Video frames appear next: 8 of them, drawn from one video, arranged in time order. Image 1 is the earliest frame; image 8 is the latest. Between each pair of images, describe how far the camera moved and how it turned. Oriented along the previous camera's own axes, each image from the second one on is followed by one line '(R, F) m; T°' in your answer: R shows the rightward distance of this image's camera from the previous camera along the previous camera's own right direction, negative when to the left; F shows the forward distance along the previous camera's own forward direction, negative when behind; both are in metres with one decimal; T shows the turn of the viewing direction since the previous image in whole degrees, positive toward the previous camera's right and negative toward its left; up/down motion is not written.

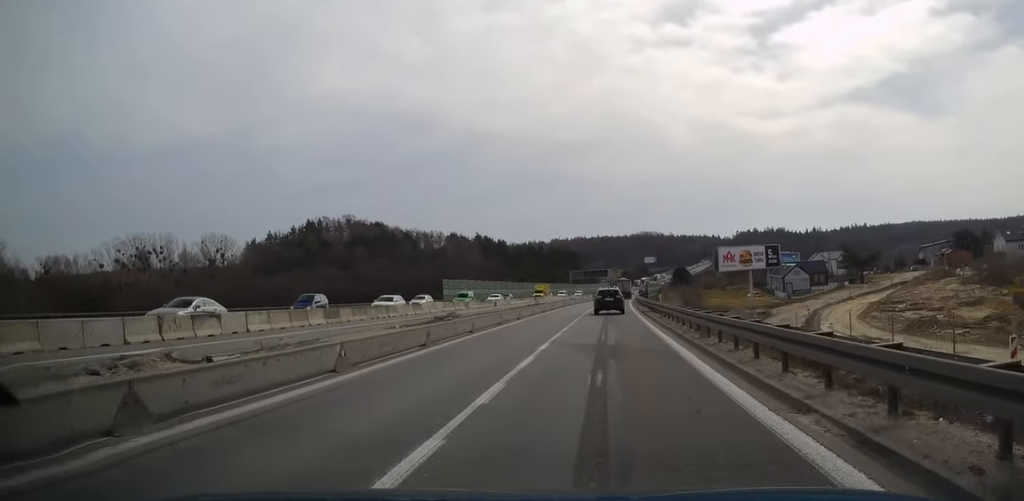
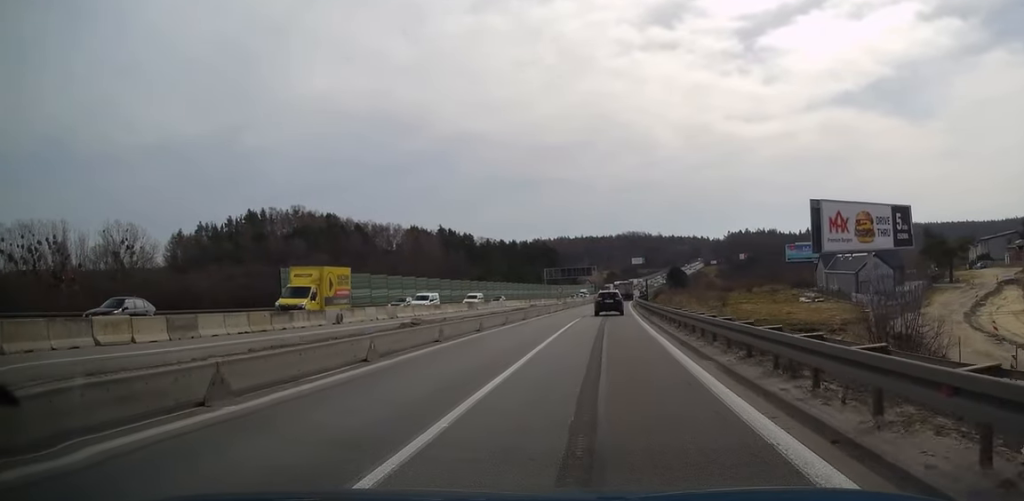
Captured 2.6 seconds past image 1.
(+0.7, +45.8) m; +1°
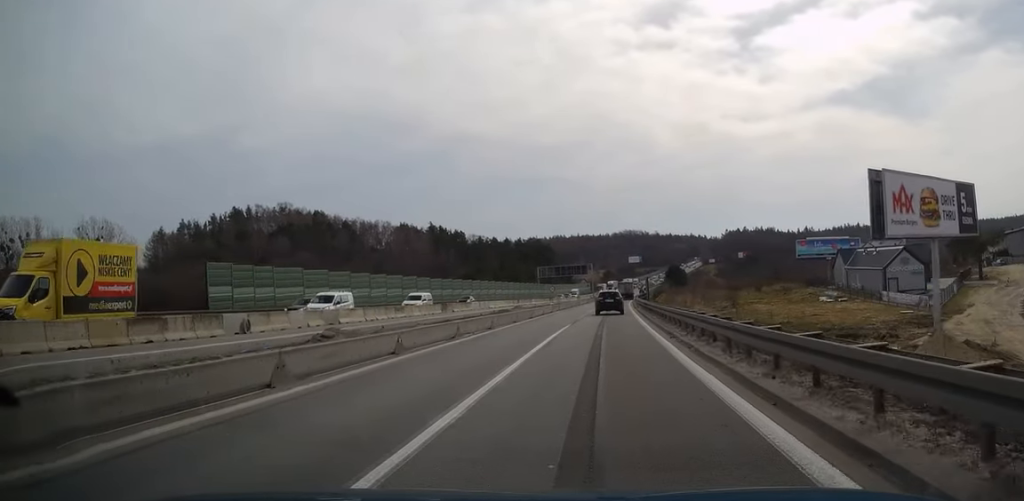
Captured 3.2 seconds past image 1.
(-0.1, +10.1) m; +1°
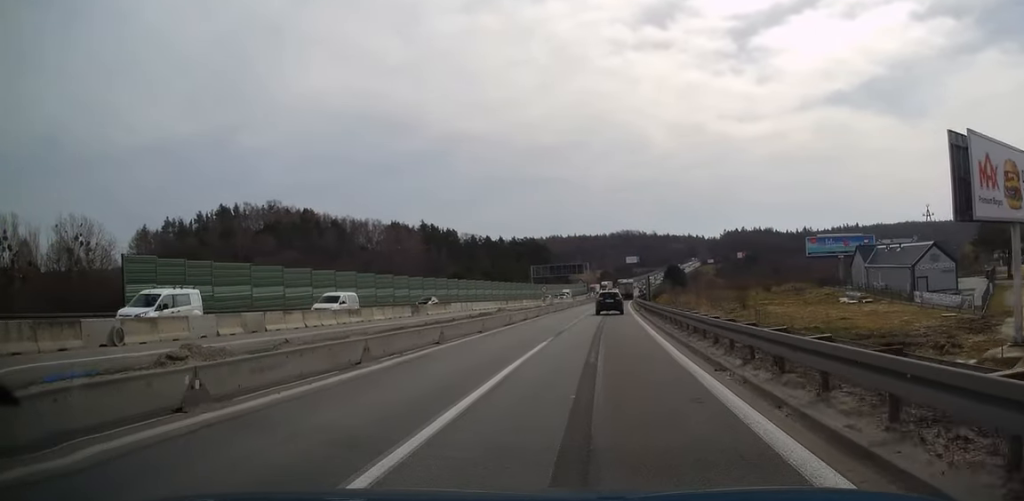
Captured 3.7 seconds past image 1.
(+0.2, +8.4) m; 0°
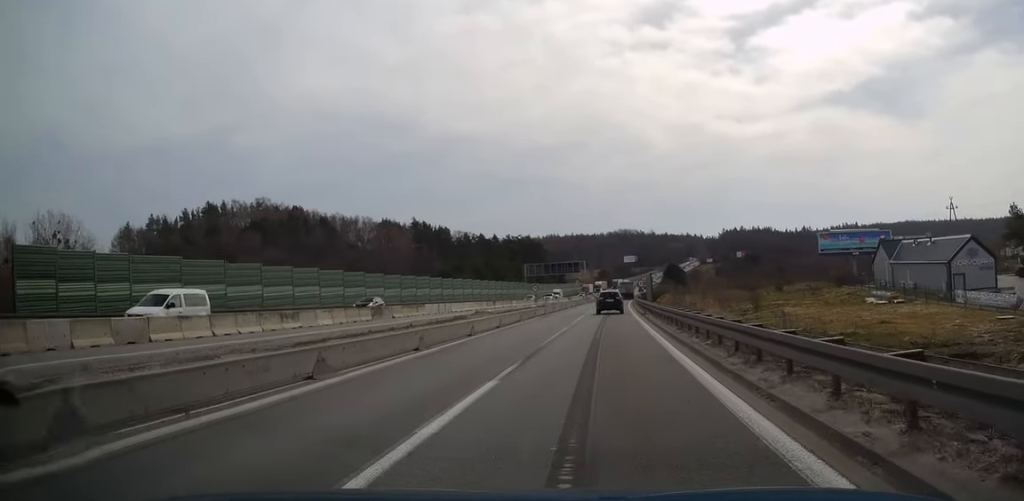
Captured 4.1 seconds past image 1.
(+0.1, +8.4) m; 0°
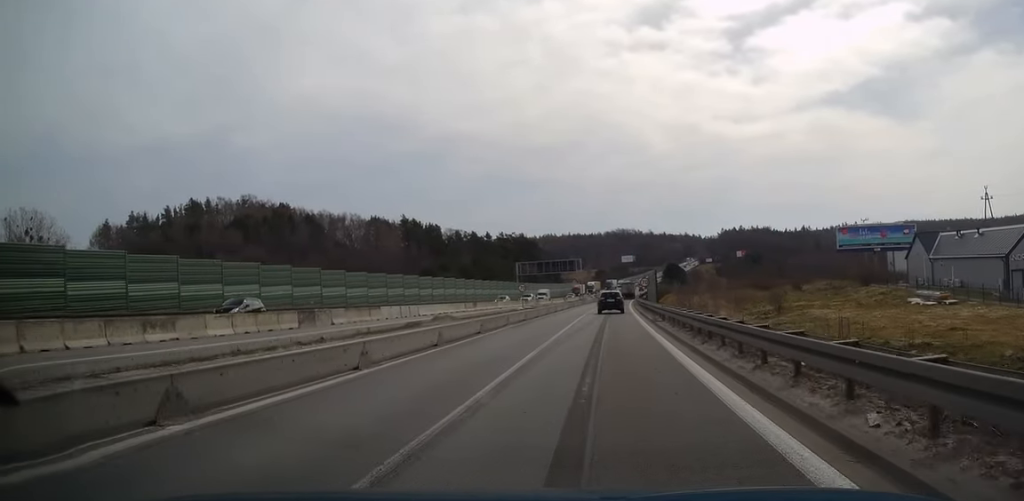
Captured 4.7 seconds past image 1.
(-0.1, +10.4) m; 0°
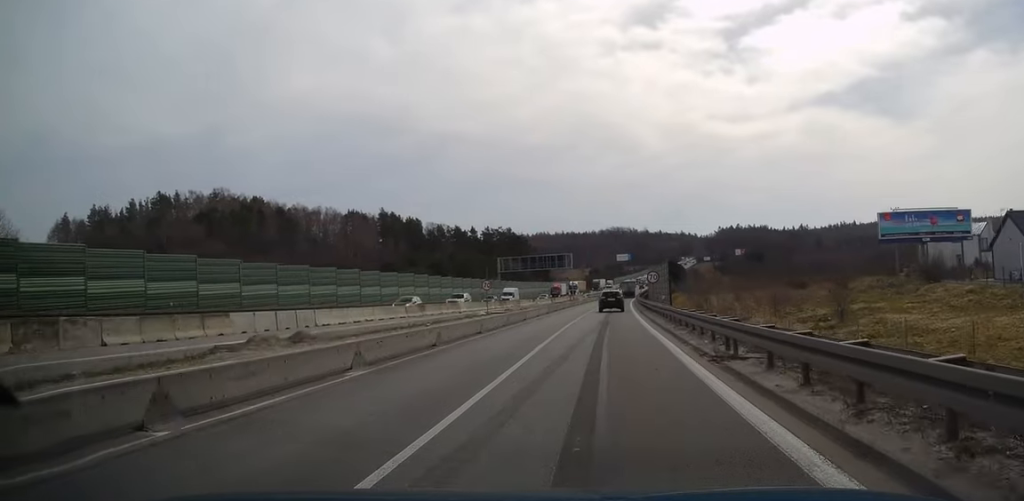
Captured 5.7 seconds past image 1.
(+0.1, +18.3) m; +1°
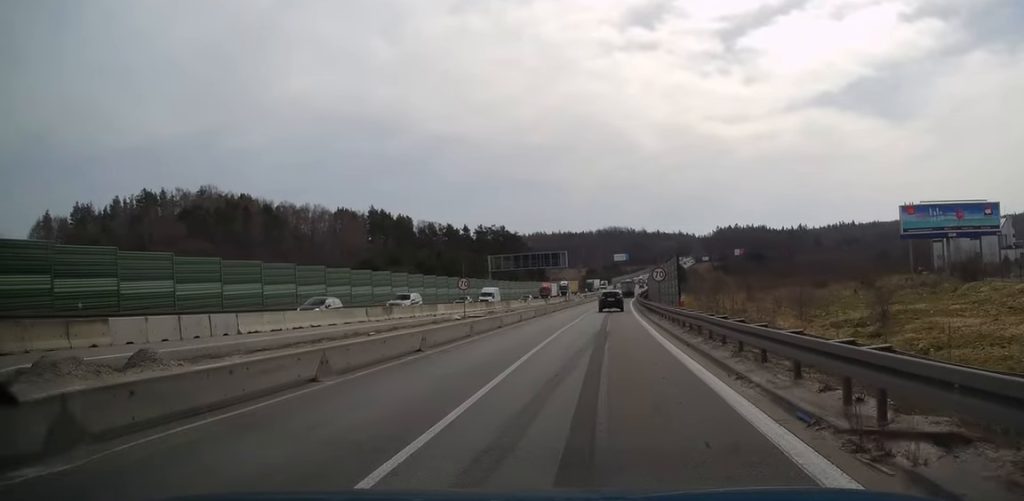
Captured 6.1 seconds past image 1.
(0.0, +7.5) m; 0°
